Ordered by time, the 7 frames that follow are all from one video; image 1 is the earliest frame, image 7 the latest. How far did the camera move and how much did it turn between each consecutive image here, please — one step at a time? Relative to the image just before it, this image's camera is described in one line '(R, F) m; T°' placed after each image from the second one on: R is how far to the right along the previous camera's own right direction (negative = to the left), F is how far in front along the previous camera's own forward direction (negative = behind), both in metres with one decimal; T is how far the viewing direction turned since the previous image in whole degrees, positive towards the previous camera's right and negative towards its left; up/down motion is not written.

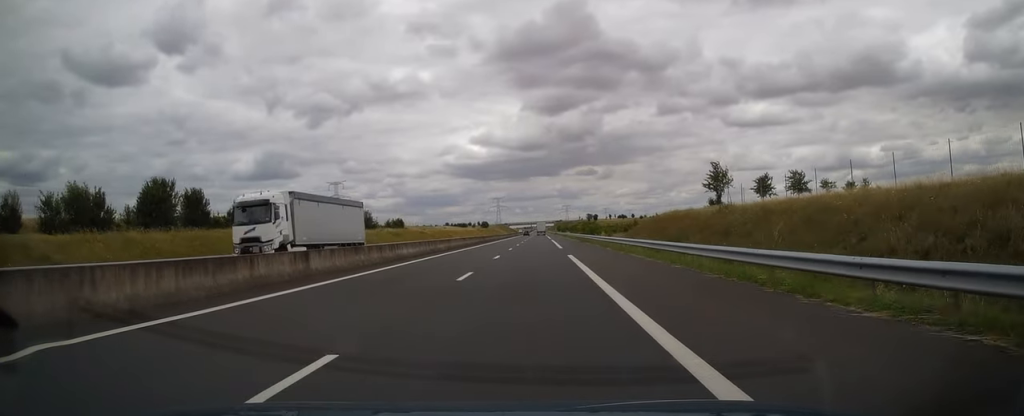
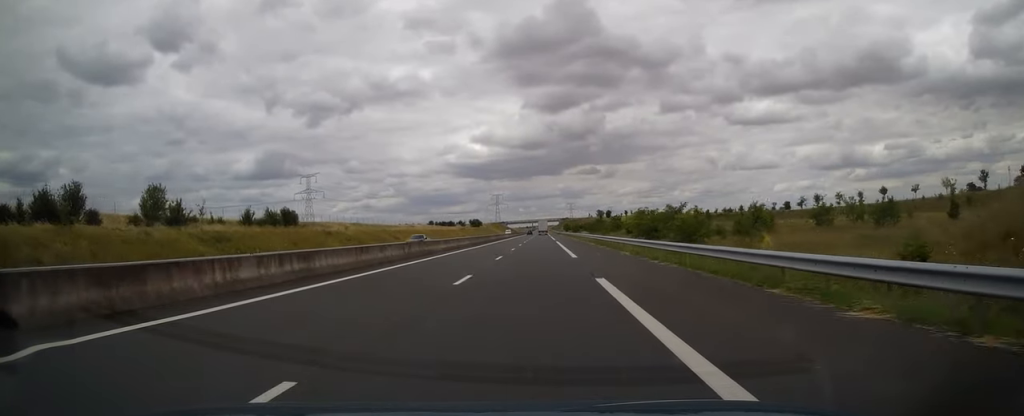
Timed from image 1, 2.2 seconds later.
(-0.6, +66.0) m; -1°
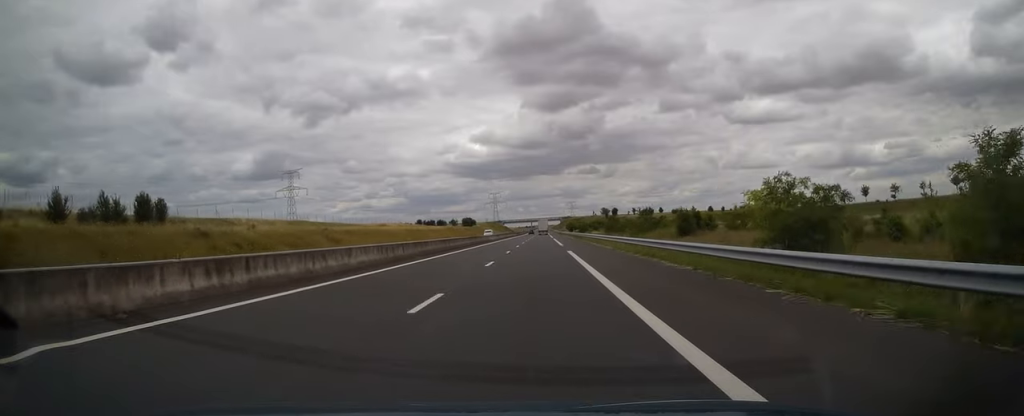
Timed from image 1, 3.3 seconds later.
(+0.1, +31.3) m; +1°
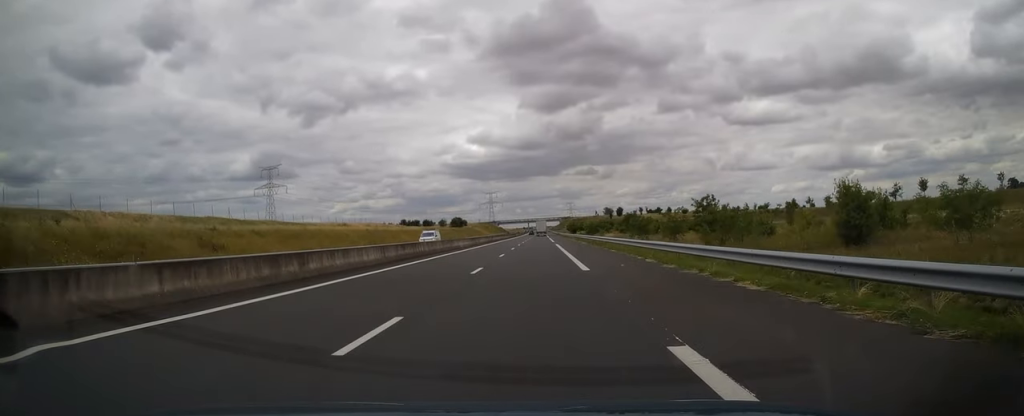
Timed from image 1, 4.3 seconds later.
(+0.2, +29.3) m; 0°
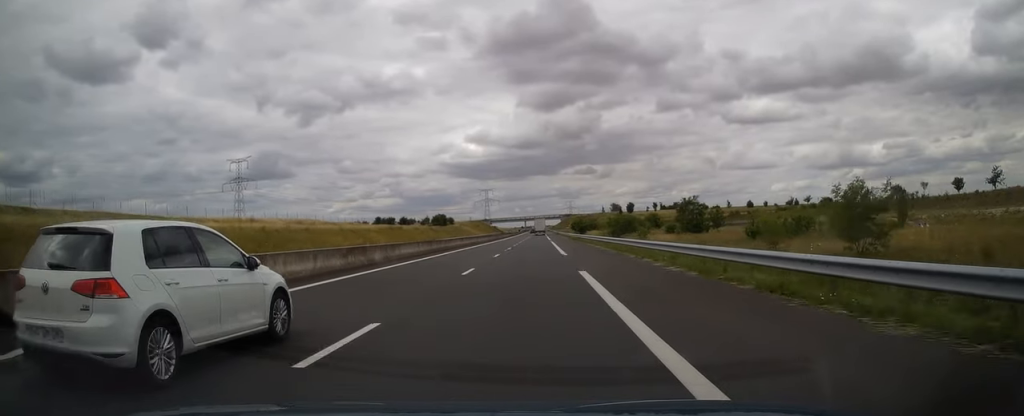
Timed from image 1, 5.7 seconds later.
(-0.1, +39.6) m; 0°
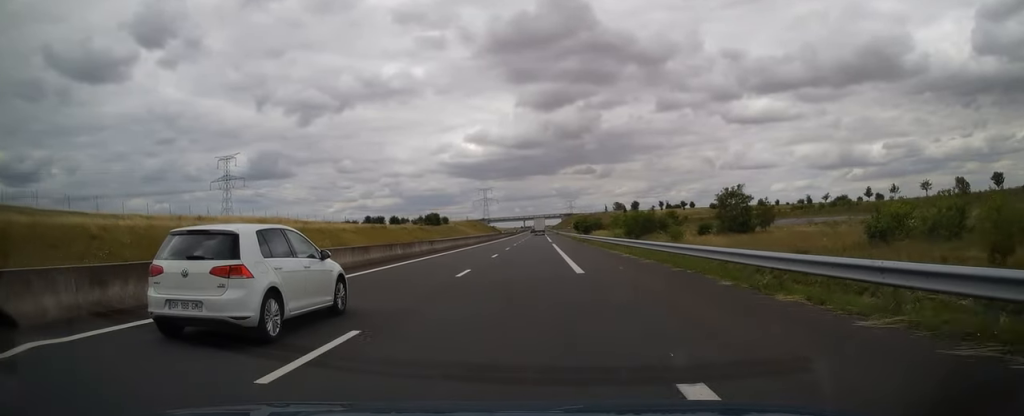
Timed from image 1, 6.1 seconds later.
(0.0, +13.7) m; 0°
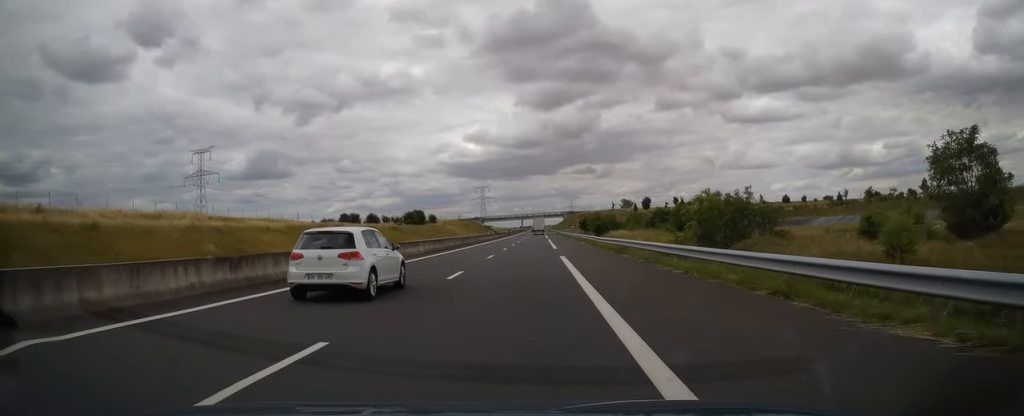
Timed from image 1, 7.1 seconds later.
(-0.1, +26.9) m; 0°
